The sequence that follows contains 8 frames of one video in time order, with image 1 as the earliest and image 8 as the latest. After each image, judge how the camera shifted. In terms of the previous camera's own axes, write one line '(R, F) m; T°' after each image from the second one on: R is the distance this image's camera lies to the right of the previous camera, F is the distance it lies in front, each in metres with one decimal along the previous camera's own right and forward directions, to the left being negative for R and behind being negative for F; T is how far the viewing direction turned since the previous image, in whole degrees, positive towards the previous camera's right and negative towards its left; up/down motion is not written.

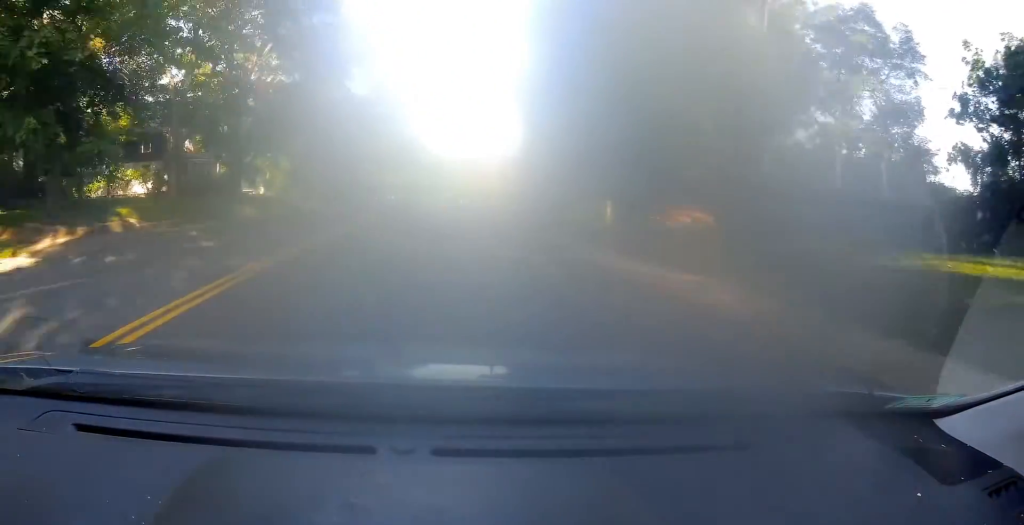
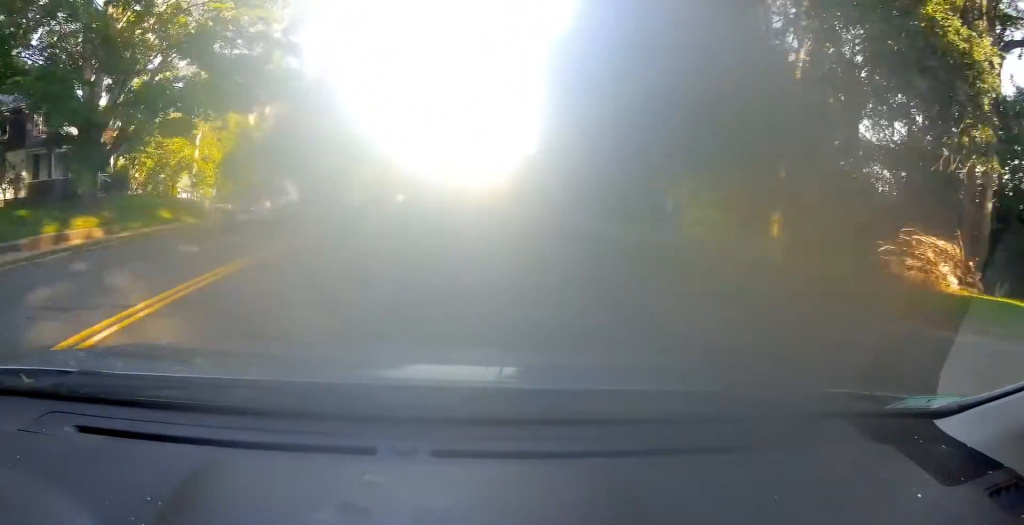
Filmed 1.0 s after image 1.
(-0.1, +18.1) m; 0°
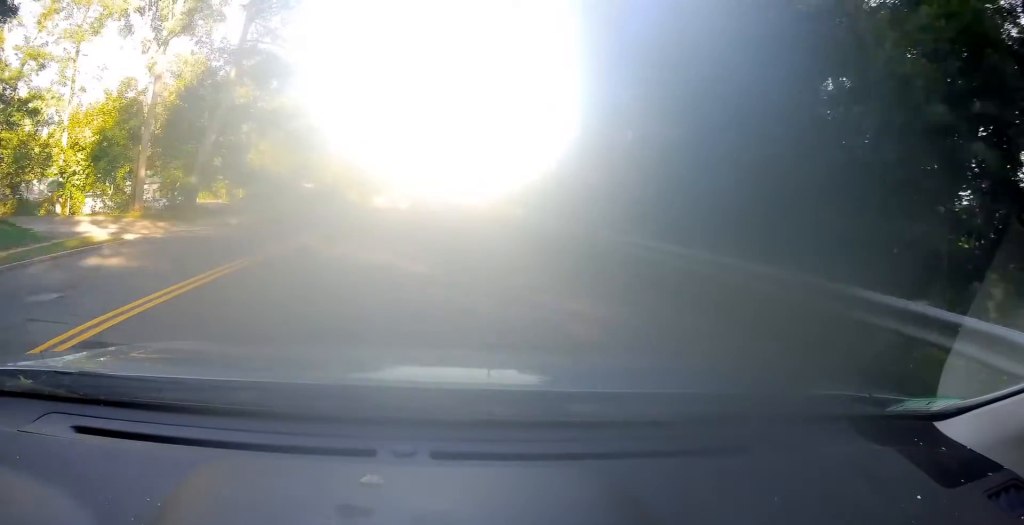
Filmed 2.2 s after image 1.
(+0.3, +21.1) m; +2°
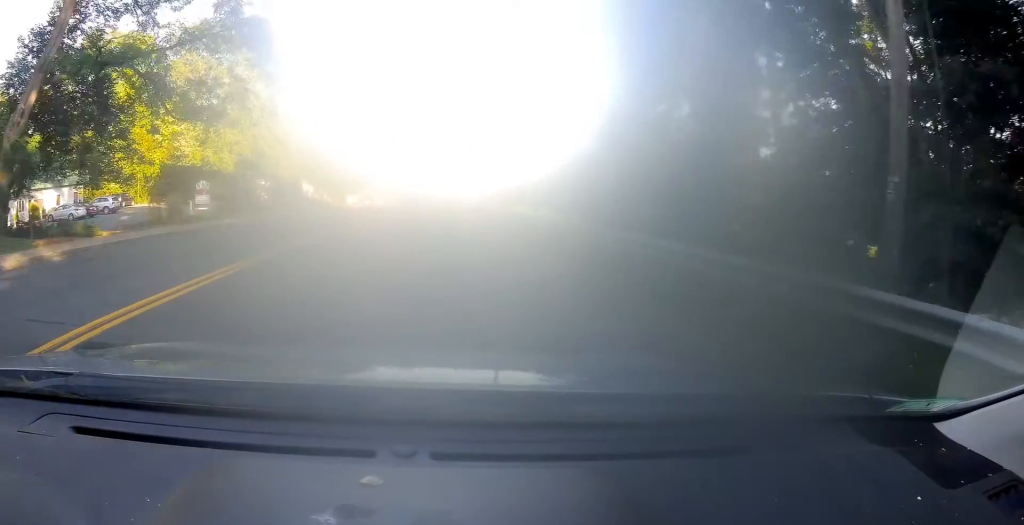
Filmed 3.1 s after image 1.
(+0.3, +17.1) m; +4°
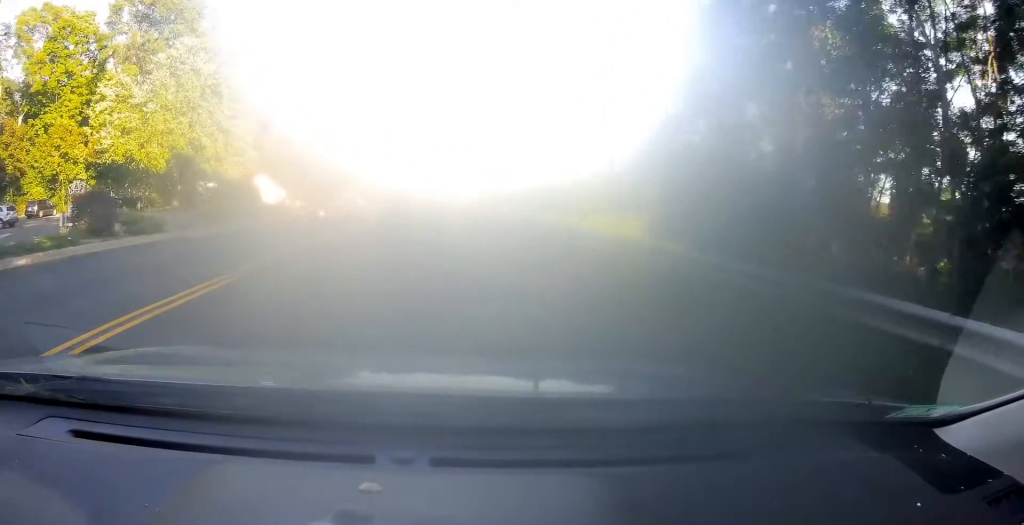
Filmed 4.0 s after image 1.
(+0.7, +15.6) m; +1°
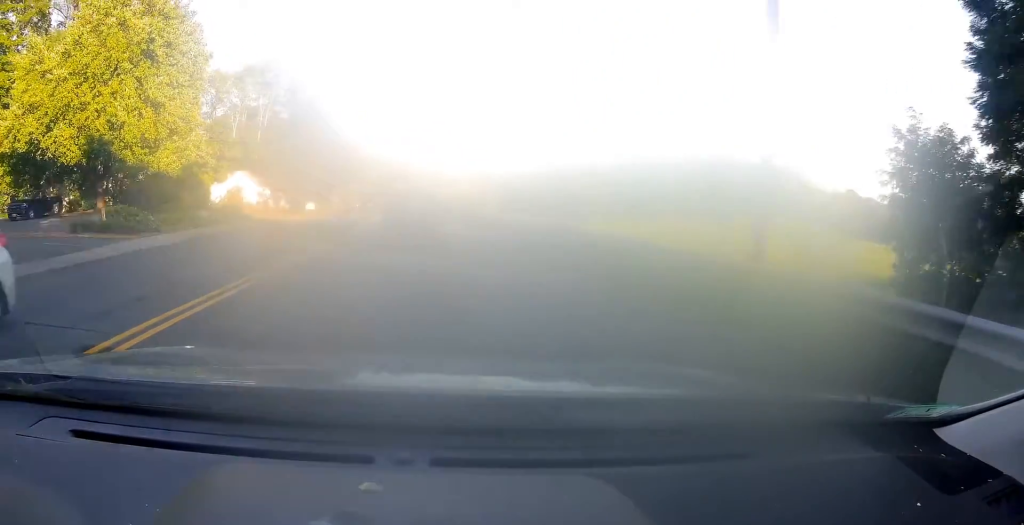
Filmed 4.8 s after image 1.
(-0.1, +15.0) m; 0°
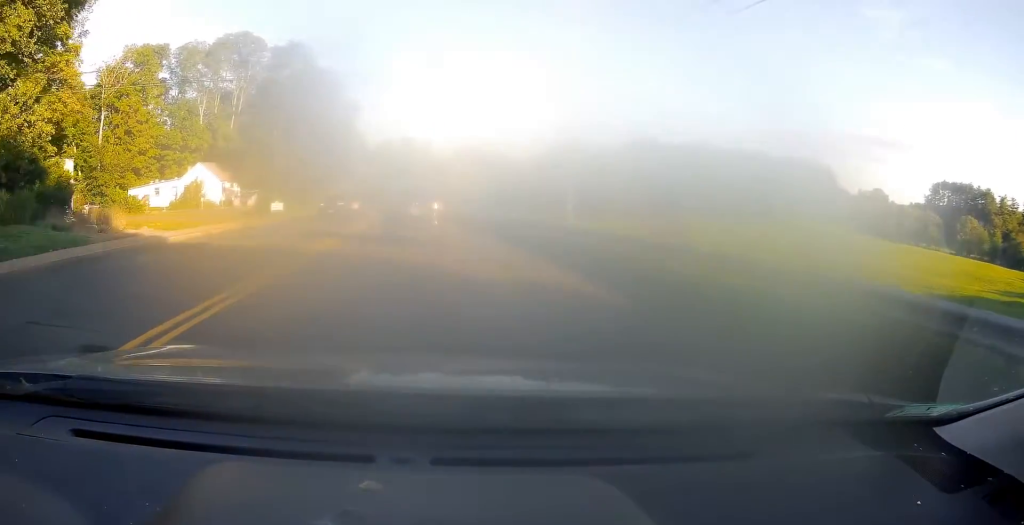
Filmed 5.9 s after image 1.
(-0.1, +19.9) m; 0°
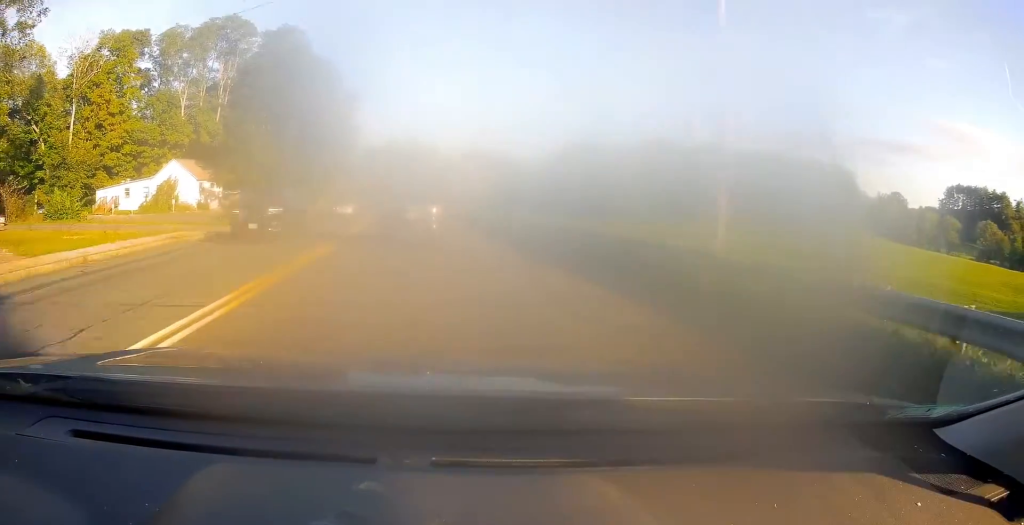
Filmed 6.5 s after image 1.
(0.0, +10.3) m; 0°
